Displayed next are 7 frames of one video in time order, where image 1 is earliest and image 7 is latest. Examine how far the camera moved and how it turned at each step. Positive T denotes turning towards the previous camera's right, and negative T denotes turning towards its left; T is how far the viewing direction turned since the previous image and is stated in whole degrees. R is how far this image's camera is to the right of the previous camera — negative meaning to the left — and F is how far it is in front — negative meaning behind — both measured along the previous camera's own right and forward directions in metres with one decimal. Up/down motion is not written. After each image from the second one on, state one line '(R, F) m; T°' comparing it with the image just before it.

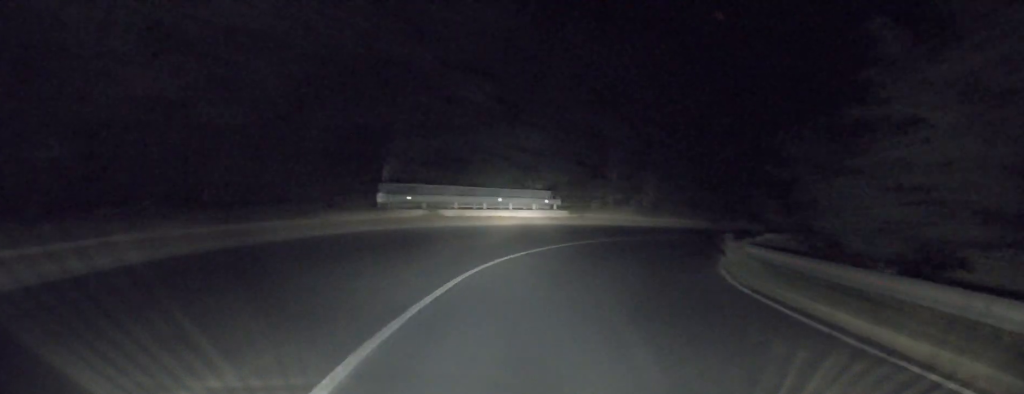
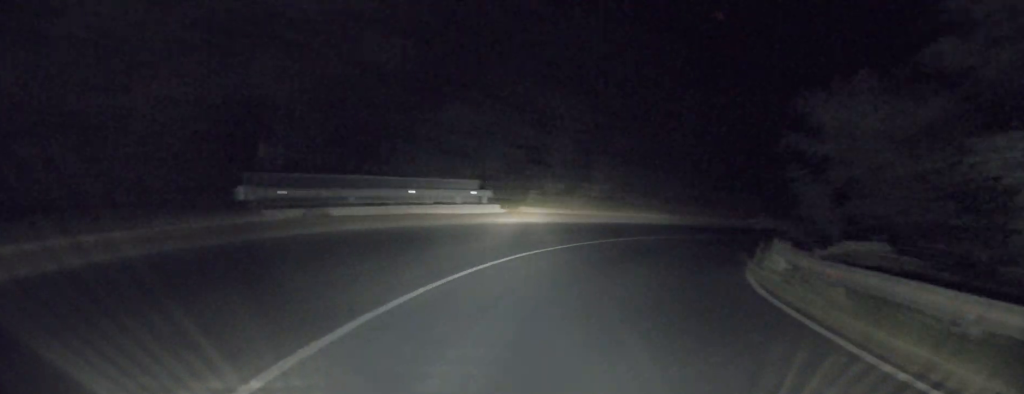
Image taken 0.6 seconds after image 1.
(0.0, +6.9) m; +6°
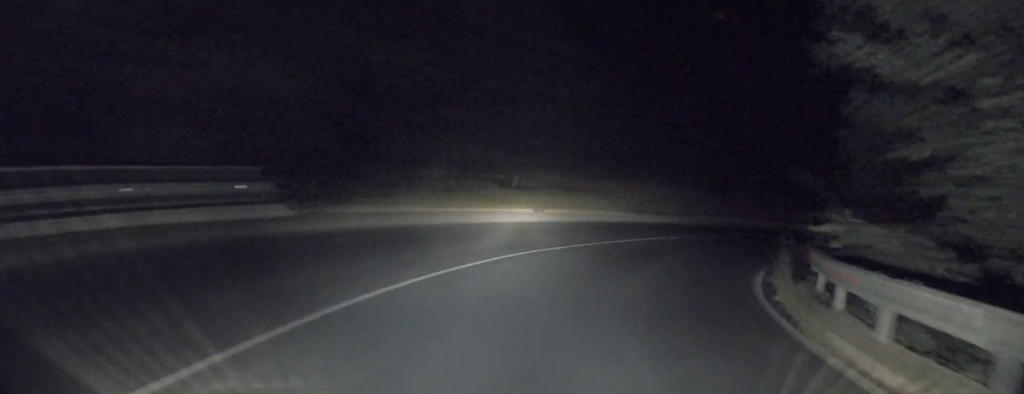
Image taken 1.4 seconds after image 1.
(+0.9, +9.6) m; +15°
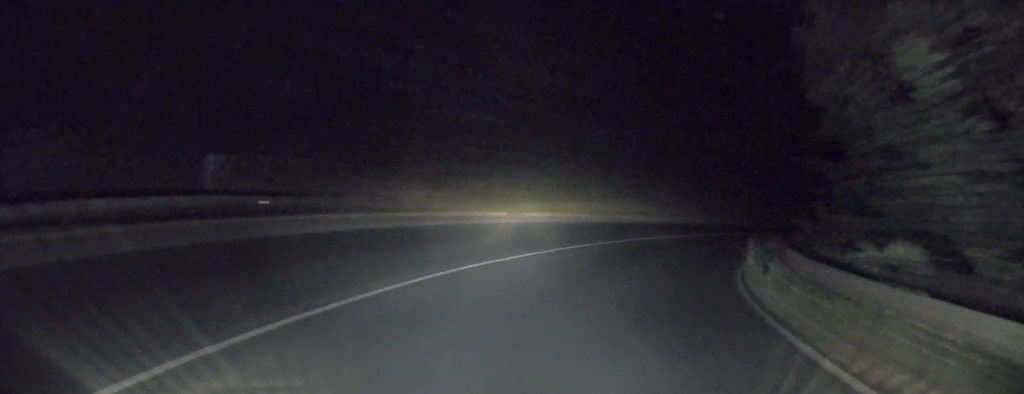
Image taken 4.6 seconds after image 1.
(+13.7, +32.9) m; +42°
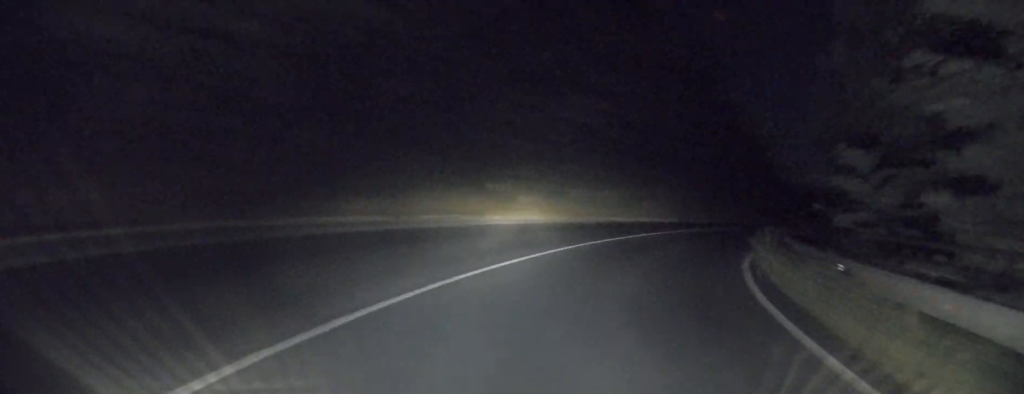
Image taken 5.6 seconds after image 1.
(+1.1, +11.2) m; +17°
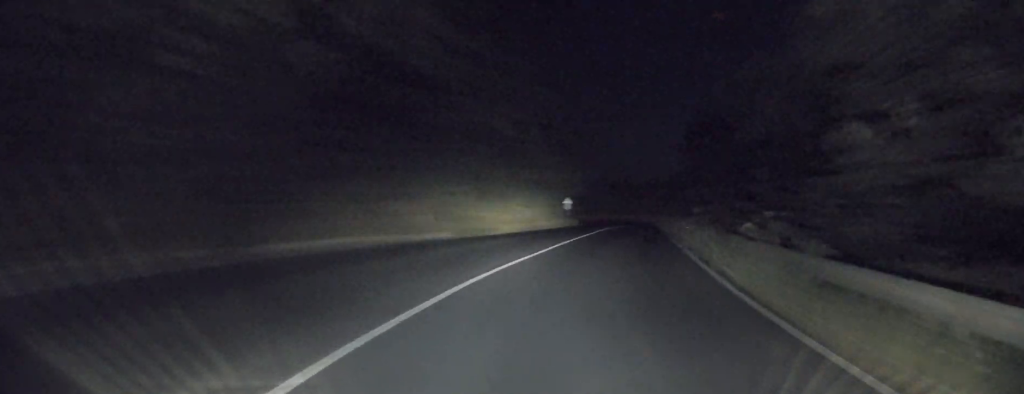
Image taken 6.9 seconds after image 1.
(+4.2, +16.6) m; +21°
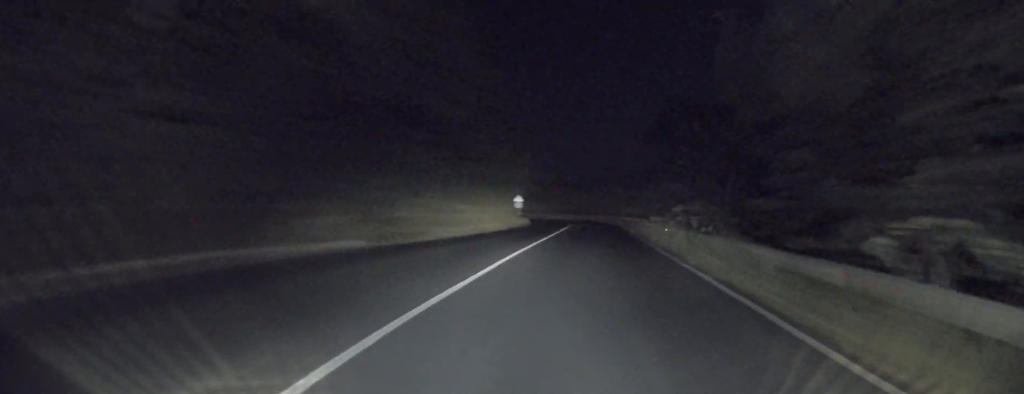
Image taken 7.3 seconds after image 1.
(+0.2, +5.6) m; +4°
